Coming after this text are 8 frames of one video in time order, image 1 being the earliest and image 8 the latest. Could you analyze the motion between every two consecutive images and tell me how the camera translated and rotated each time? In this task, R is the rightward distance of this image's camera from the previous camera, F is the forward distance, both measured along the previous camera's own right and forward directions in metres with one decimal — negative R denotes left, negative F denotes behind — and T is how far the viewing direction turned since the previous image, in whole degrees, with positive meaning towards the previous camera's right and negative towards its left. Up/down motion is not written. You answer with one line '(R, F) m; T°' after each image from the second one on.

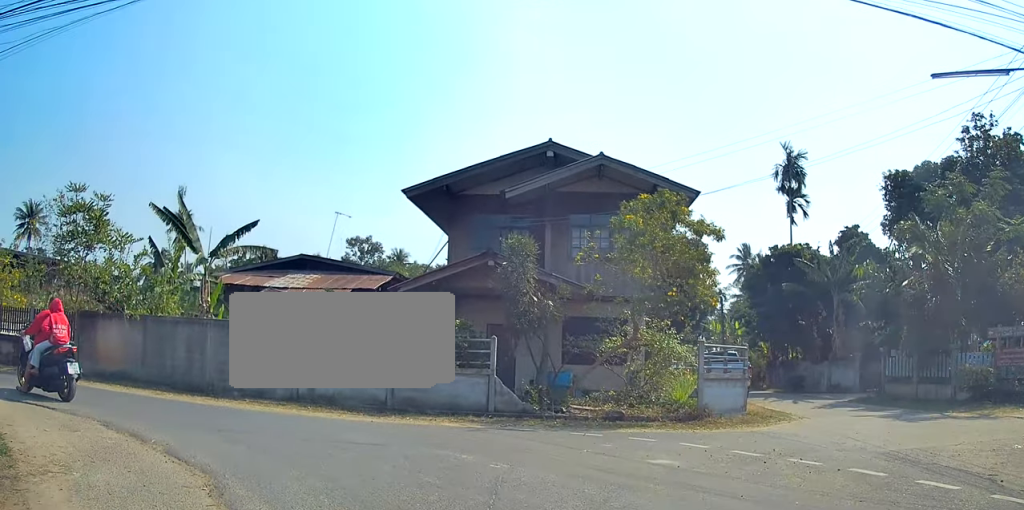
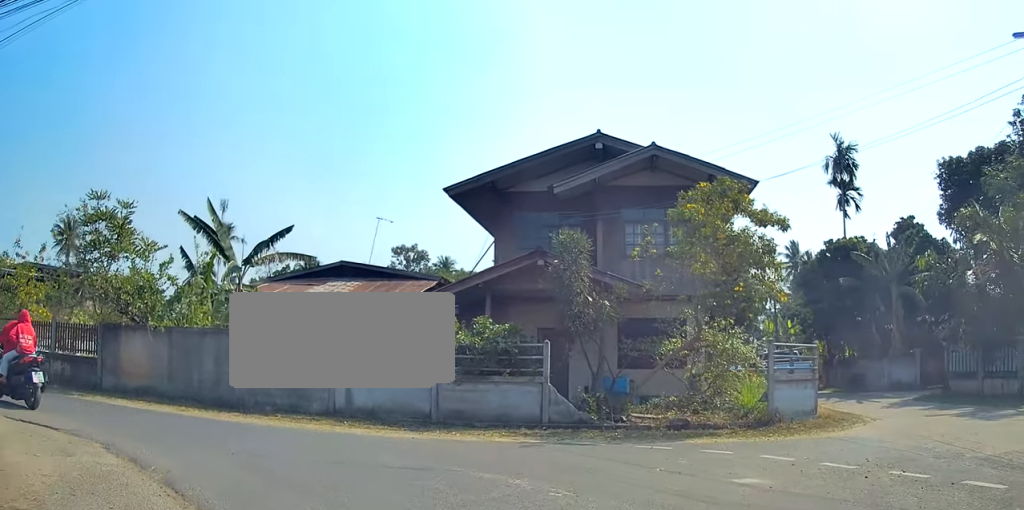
(0.0, +1.4) m; -3°
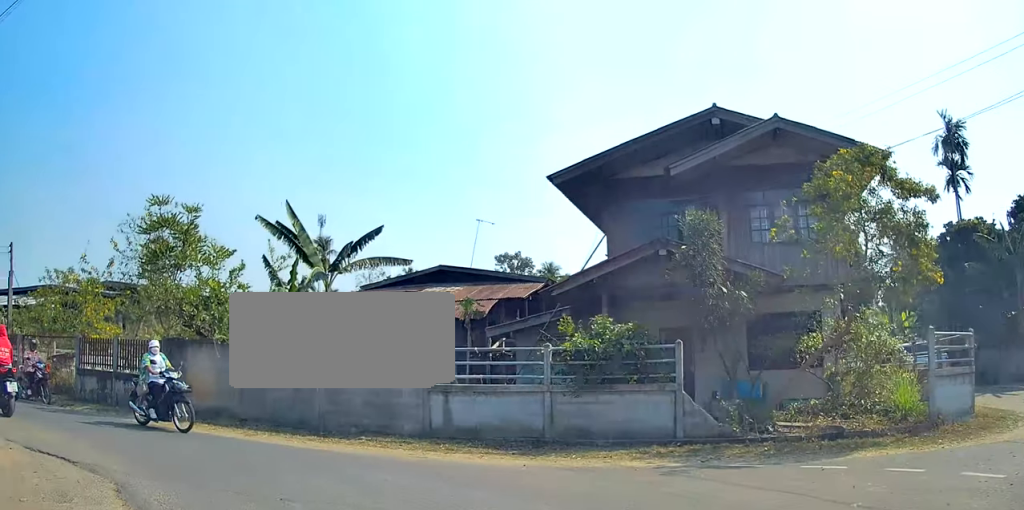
(-0.1, +2.5) m; -9°
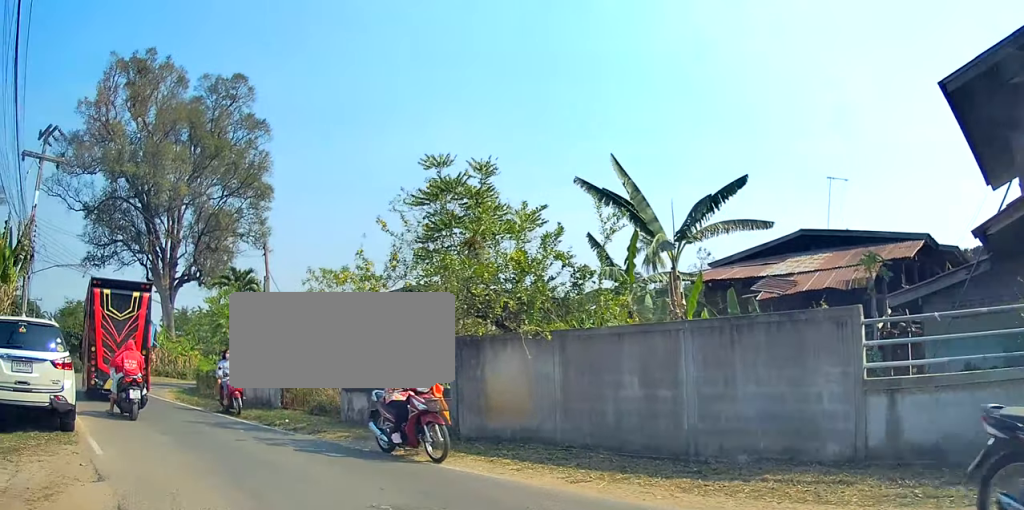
(-0.9, +4.8) m; -17°
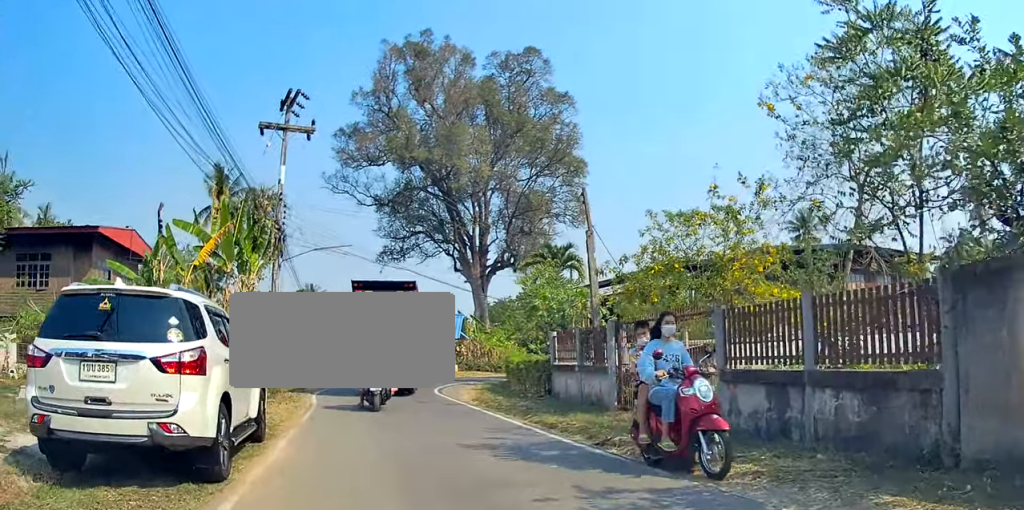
(-1.1, +4.8) m; -26°
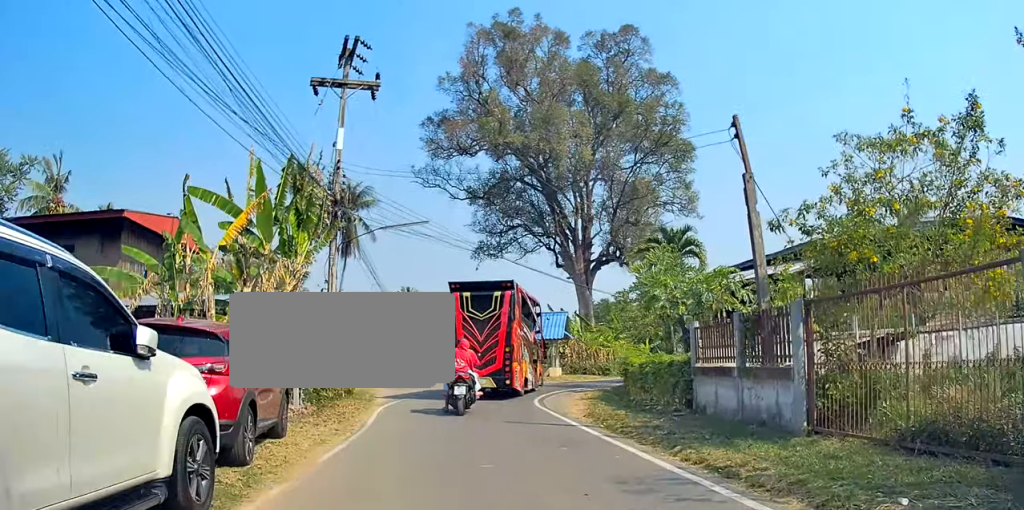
(-0.1, +3.8) m; -5°
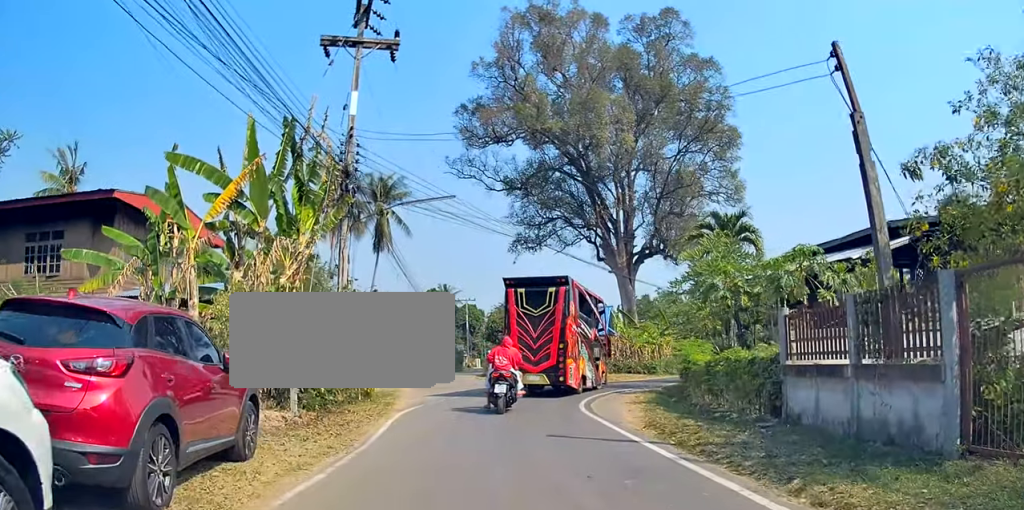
(-0.1, +2.4) m; -4°
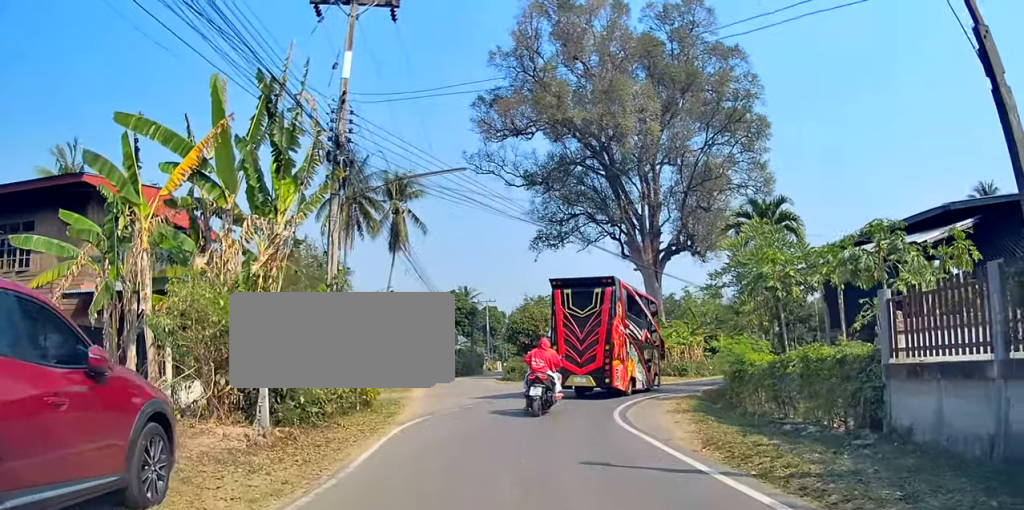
(-0.1, +2.2) m; -11°
